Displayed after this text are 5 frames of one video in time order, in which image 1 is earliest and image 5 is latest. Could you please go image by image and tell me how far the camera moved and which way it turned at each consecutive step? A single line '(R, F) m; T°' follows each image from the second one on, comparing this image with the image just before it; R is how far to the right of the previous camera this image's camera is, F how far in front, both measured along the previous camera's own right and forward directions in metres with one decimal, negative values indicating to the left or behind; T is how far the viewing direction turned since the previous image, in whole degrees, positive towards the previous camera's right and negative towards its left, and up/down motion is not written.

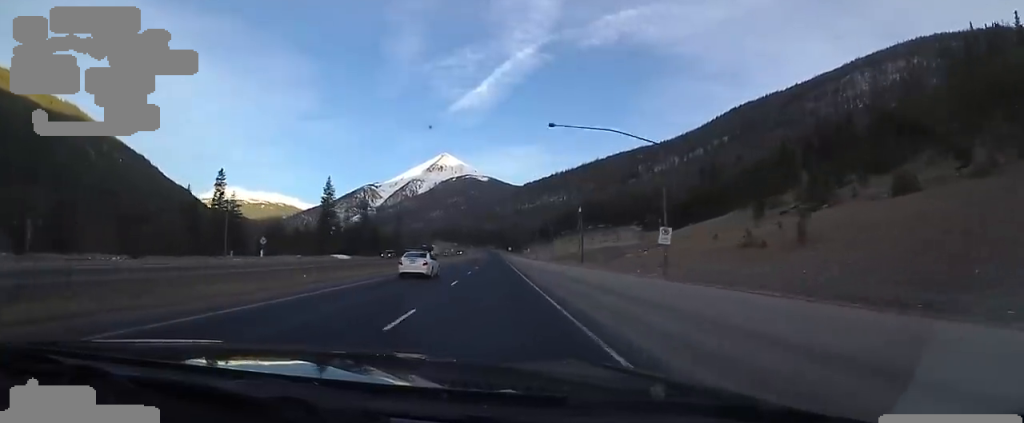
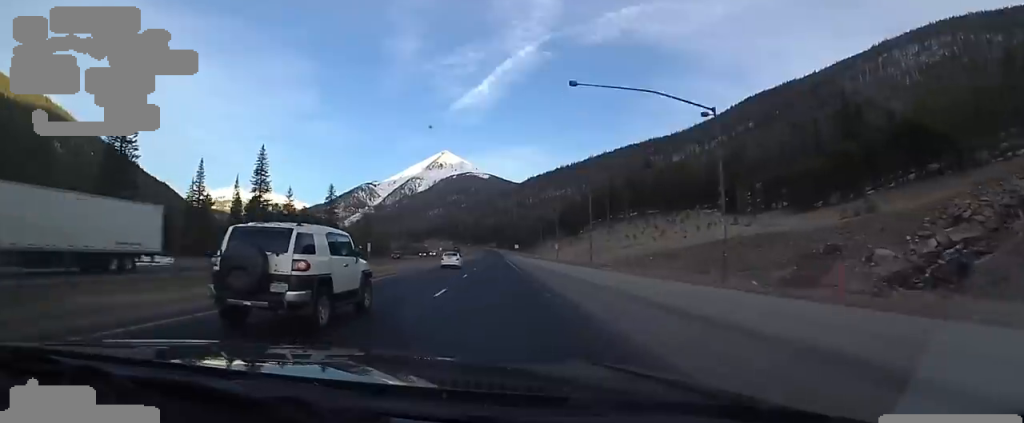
(-0.3, +78.7) m; 0°
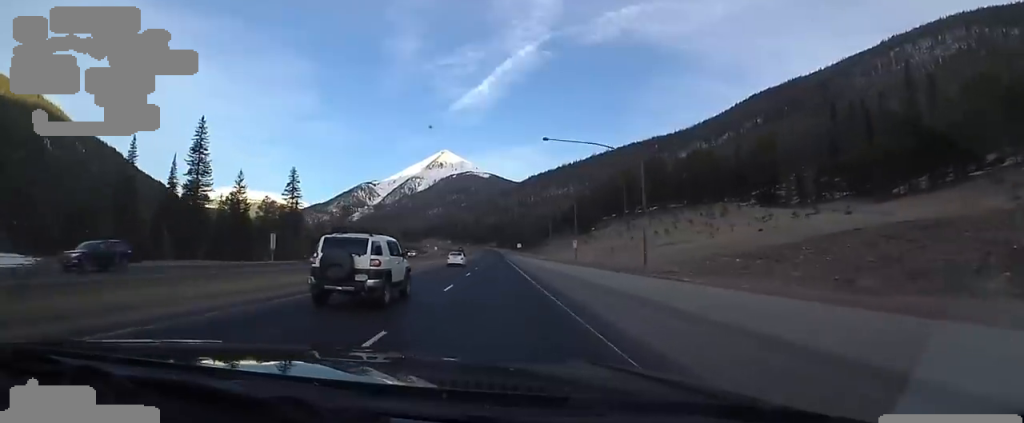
(+0.2, +22.0) m; +1°
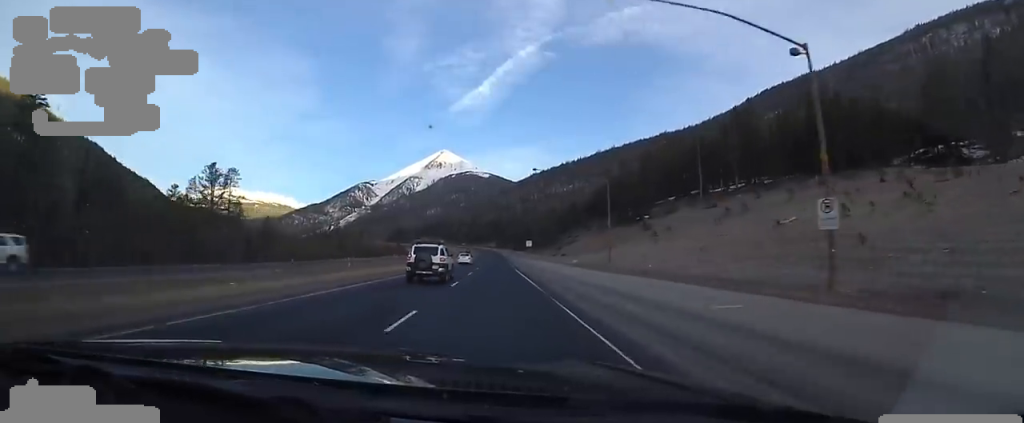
(0.0, +57.0) m; -2°
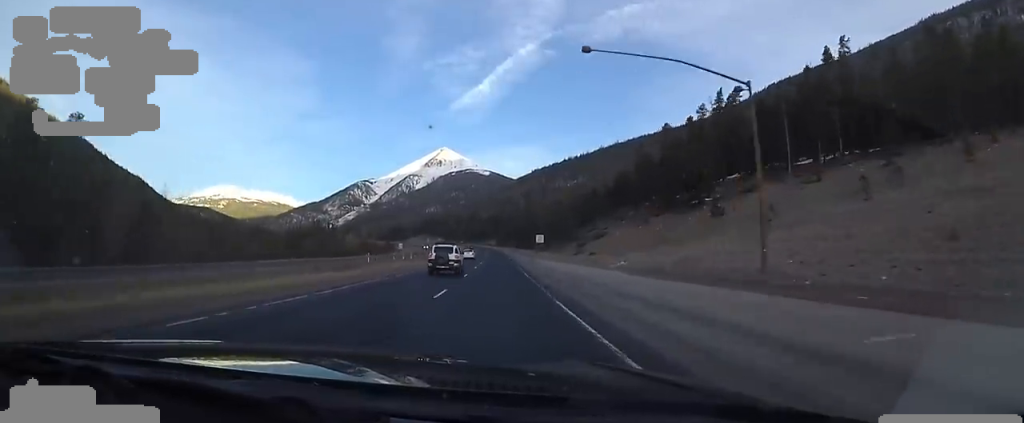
(-1.2, +29.9) m; 0°
